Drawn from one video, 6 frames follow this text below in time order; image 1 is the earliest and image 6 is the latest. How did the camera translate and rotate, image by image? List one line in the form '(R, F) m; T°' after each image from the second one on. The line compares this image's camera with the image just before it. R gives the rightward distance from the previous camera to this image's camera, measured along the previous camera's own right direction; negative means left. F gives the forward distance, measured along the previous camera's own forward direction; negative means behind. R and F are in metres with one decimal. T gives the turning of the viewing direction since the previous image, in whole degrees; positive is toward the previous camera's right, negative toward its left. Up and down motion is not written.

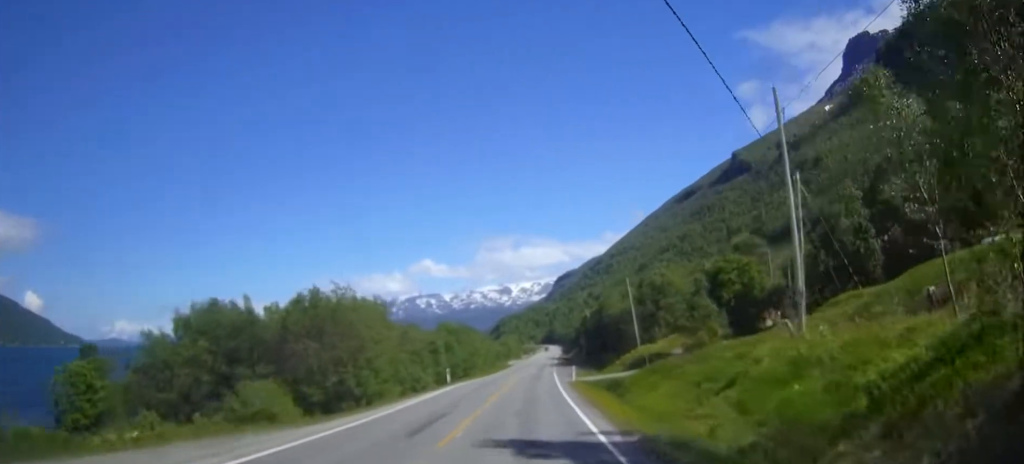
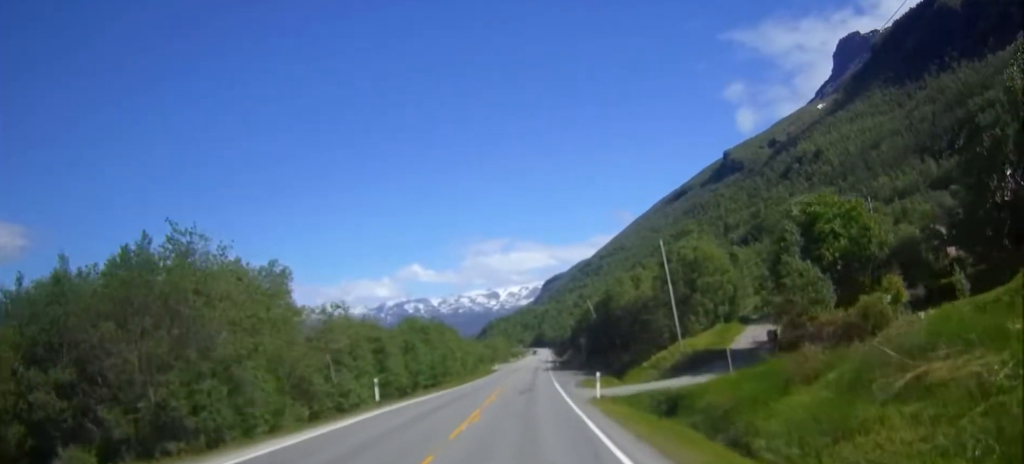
(+0.8, +22.1) m; 0°
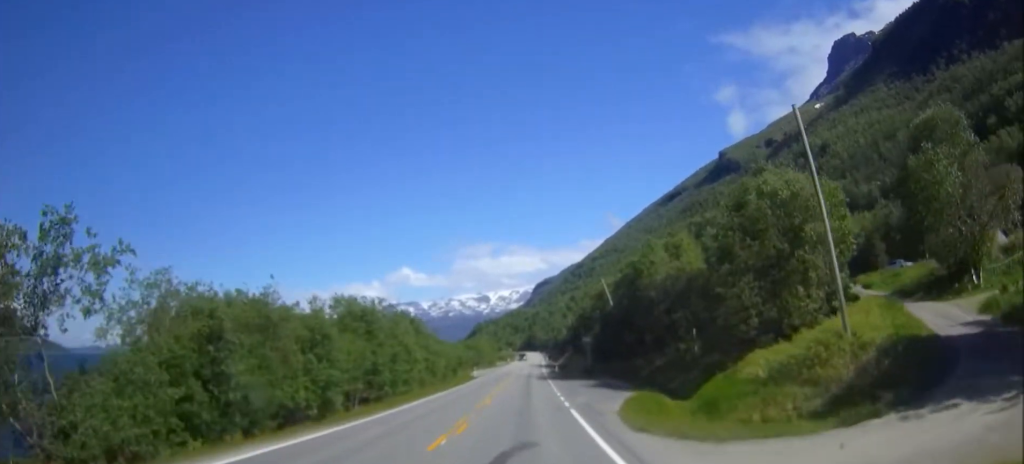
(-0.7, +26.3) m; 0°
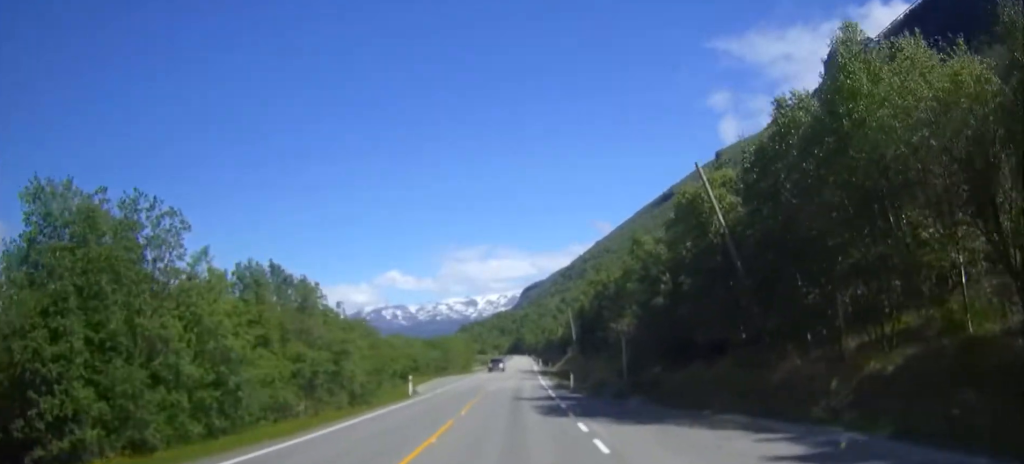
(-1.0, +38.7) m; -2°
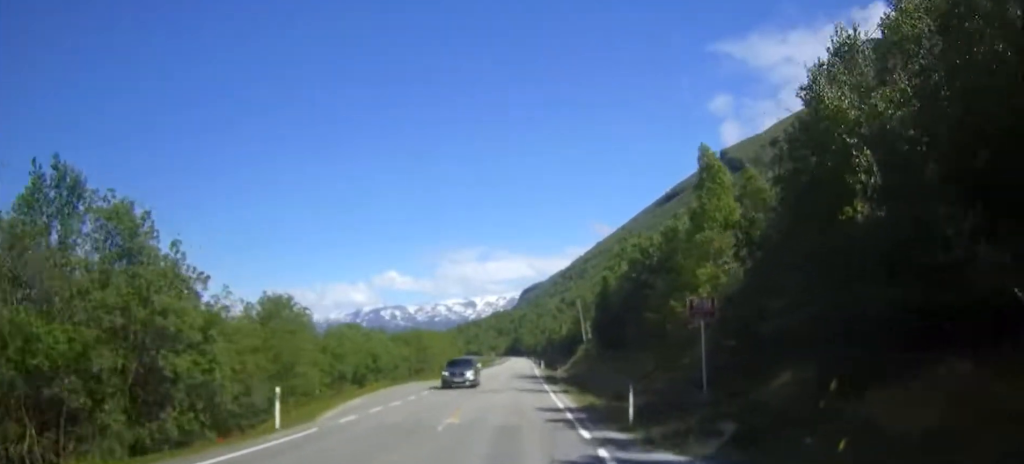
(+1.1, +21.6) m; +4°
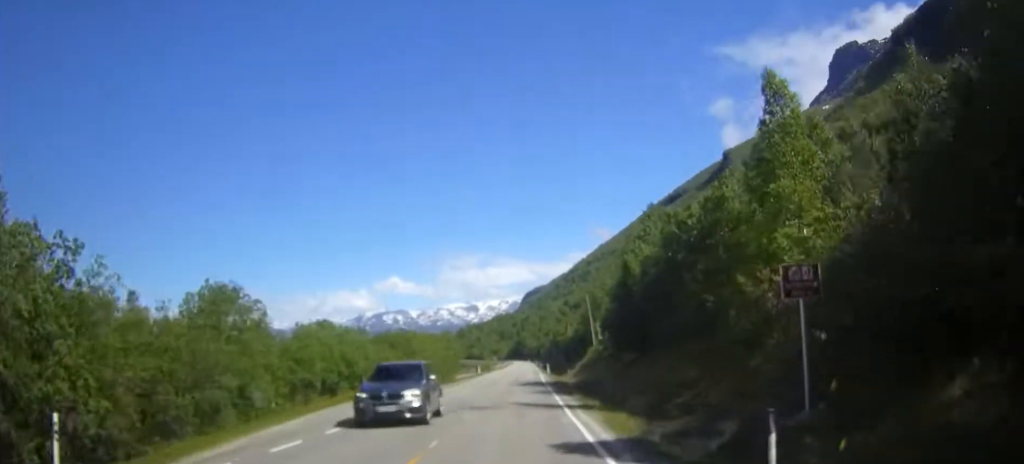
(+0.2, +9.8) m; 0°
